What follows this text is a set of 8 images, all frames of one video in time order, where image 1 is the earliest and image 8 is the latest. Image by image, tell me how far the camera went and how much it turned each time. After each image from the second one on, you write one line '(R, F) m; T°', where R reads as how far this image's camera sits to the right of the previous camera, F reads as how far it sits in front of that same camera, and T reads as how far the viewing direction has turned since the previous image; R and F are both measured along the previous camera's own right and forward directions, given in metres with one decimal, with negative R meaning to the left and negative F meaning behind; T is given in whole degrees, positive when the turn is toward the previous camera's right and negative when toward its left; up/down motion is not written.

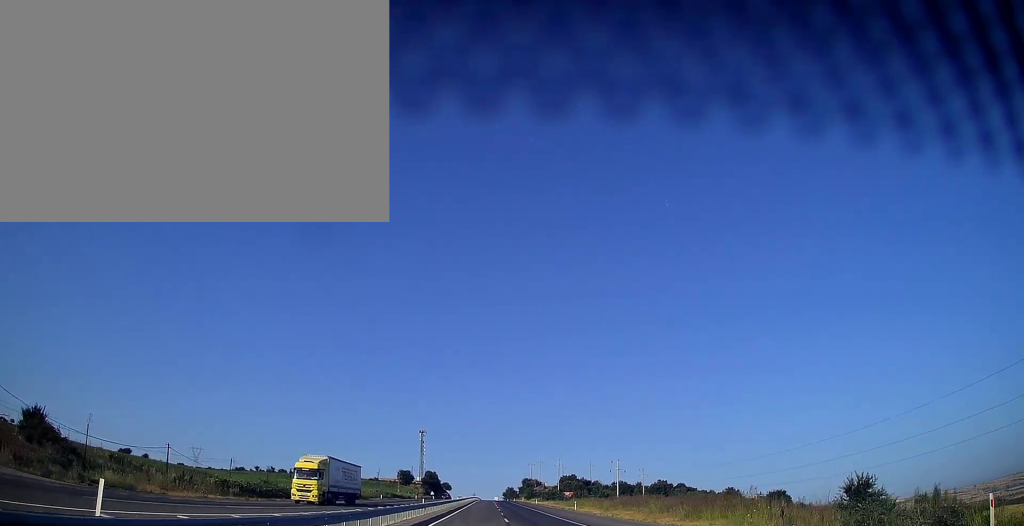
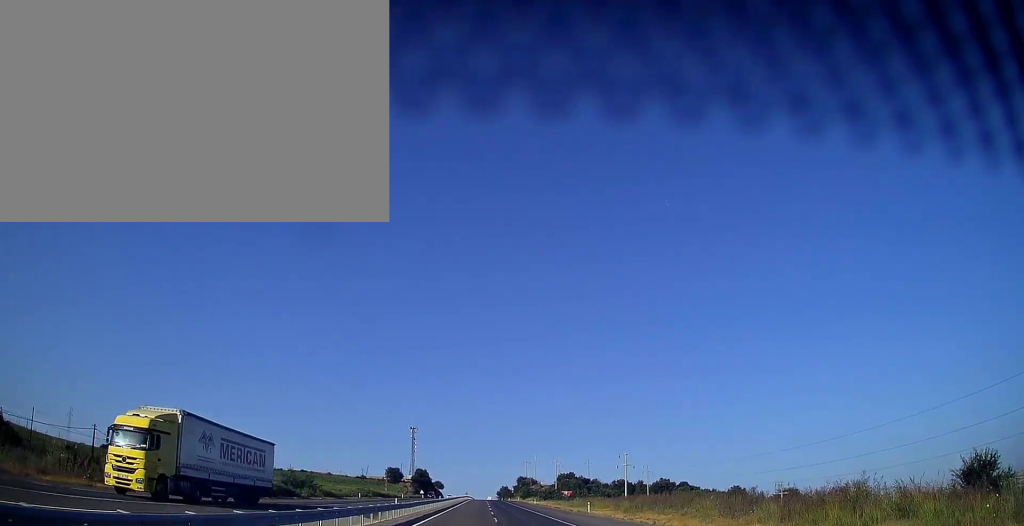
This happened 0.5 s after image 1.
(+0.1, +12.2) m; 0°
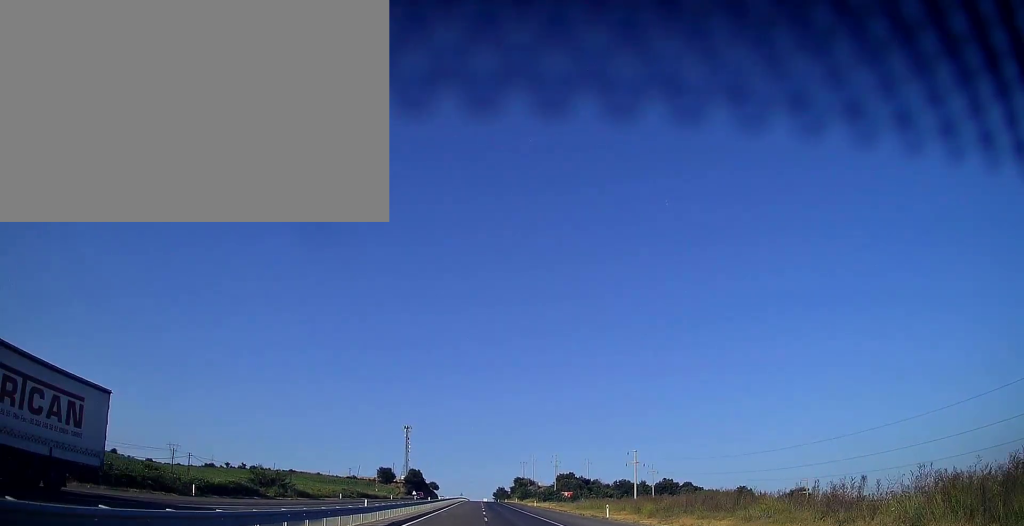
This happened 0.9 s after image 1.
(0.0, +10.7) m; 0°
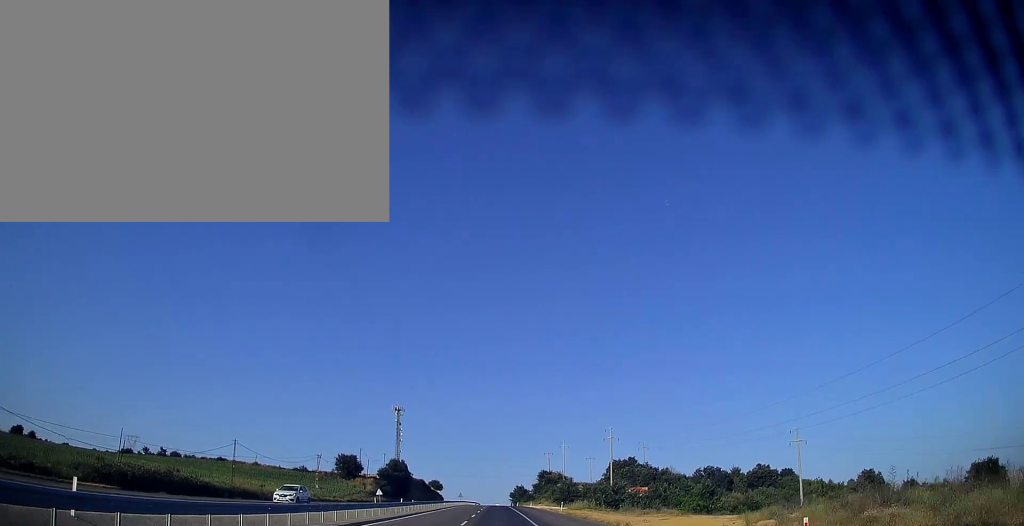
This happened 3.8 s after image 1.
(-0.3, +77.2) m; -1°
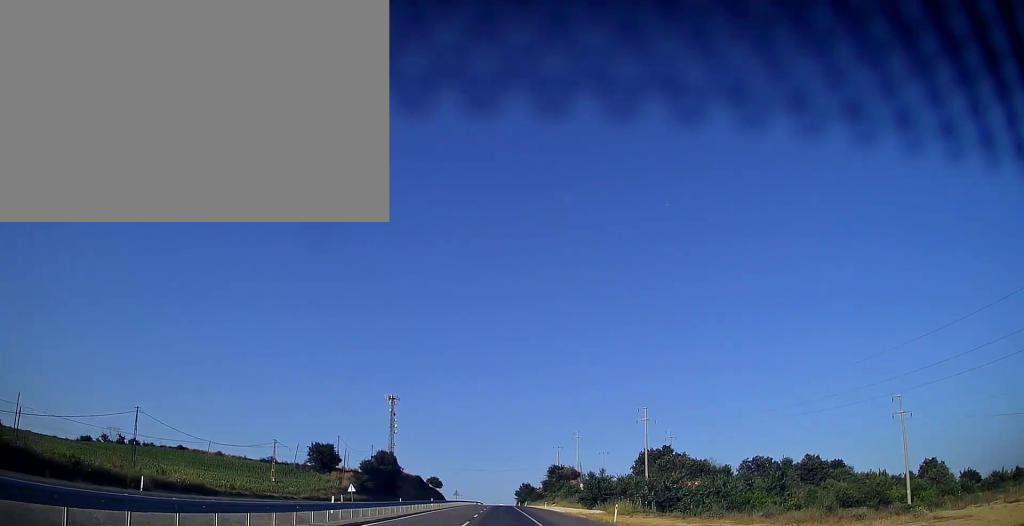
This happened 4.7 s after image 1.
(-0.2, +25.7) m; 0°
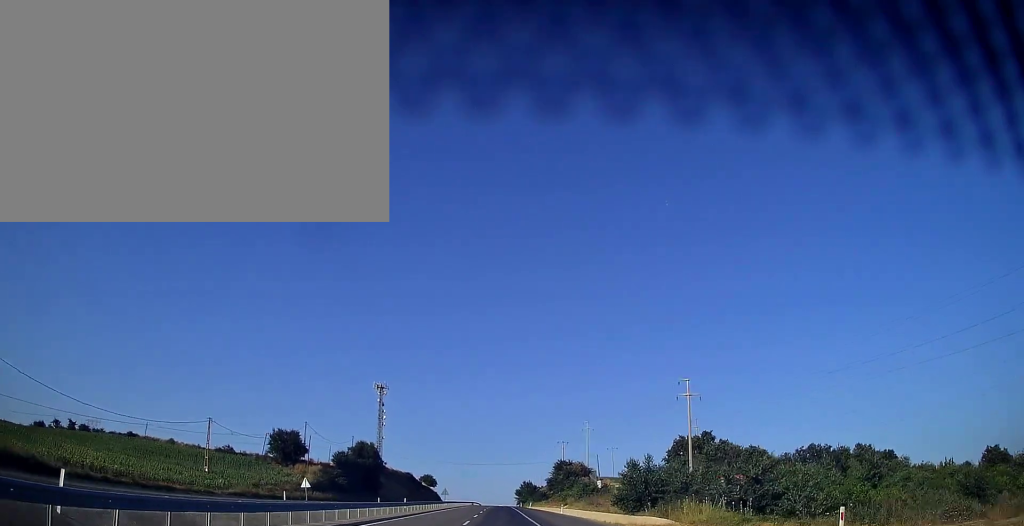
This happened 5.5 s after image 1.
(0.0, +22.6) m; 0°
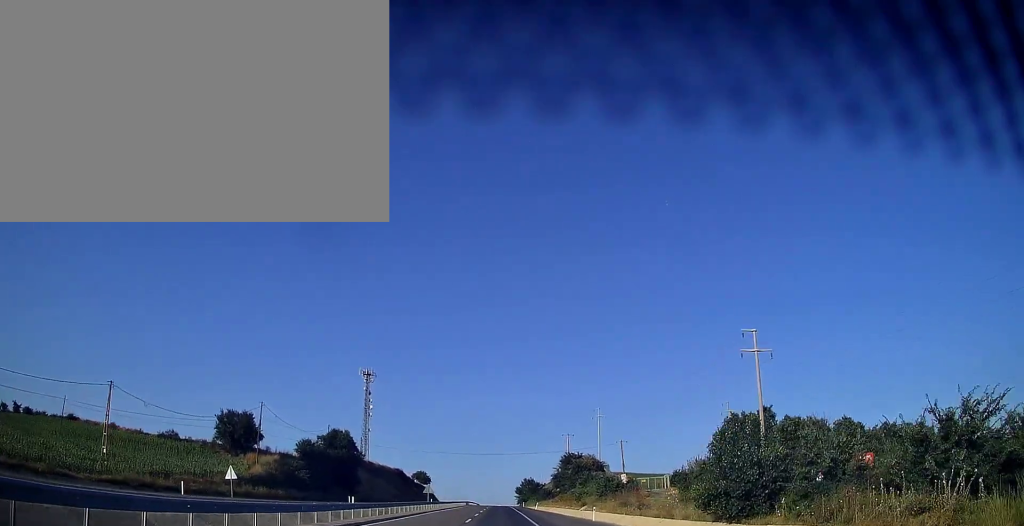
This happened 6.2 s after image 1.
(0.0, +21.0) m; 0°
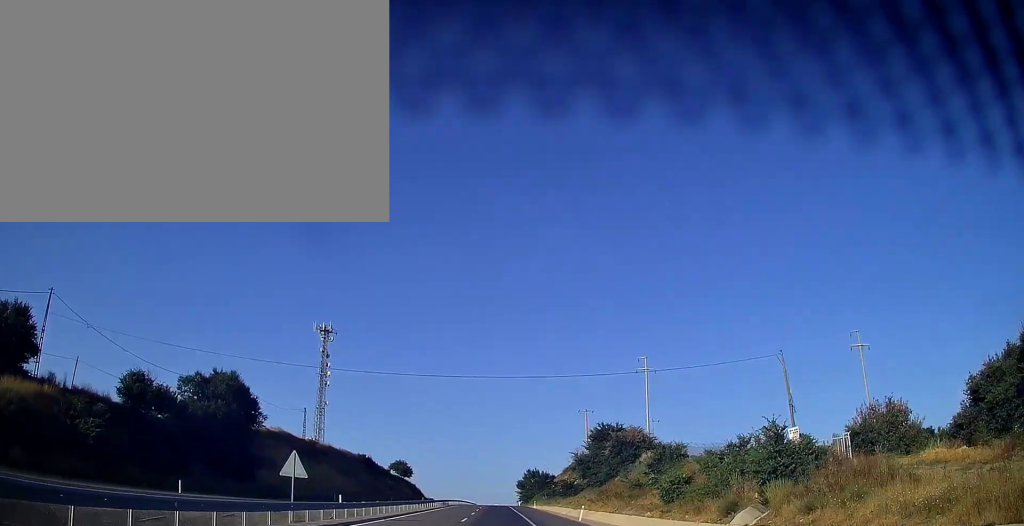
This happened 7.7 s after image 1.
(+0.1, +47.2) m; +1°
